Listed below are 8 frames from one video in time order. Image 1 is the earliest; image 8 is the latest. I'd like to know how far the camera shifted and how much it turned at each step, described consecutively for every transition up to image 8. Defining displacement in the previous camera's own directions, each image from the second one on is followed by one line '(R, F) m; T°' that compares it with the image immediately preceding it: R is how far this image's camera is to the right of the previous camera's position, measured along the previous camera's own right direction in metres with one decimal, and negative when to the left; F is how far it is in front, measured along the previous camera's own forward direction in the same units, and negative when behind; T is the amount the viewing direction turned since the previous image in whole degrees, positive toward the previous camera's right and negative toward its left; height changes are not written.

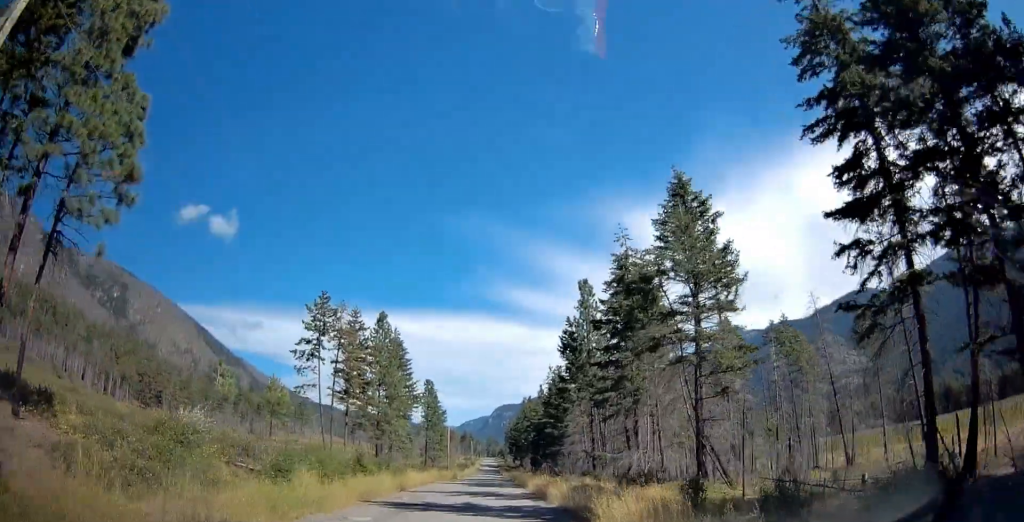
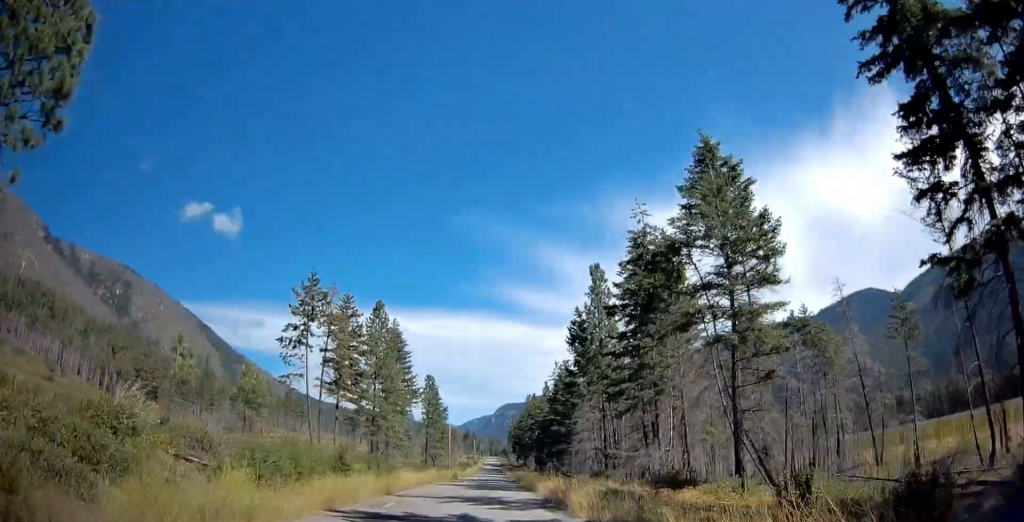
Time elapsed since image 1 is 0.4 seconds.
(0.0, +5.0) m; +1°
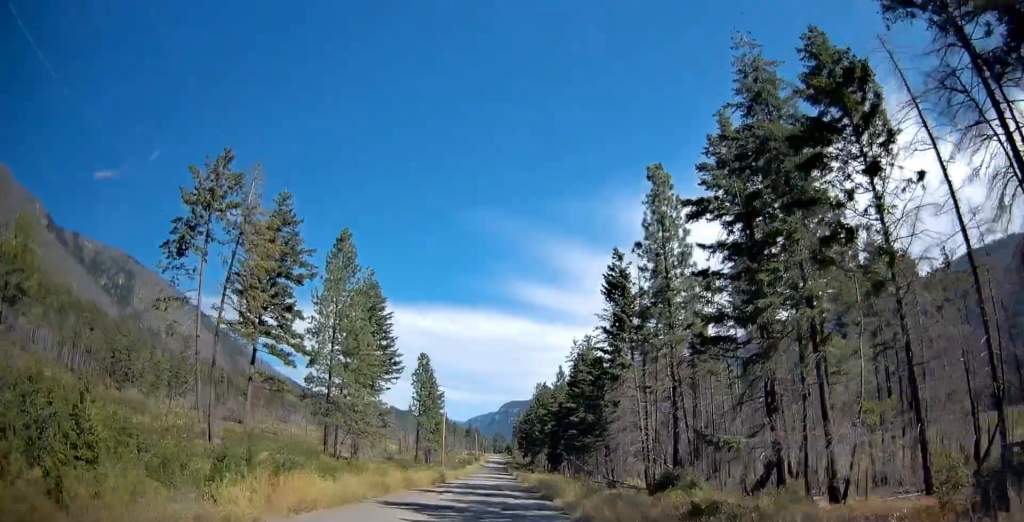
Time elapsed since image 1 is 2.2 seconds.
(-0.1, +21.7) m; -2°
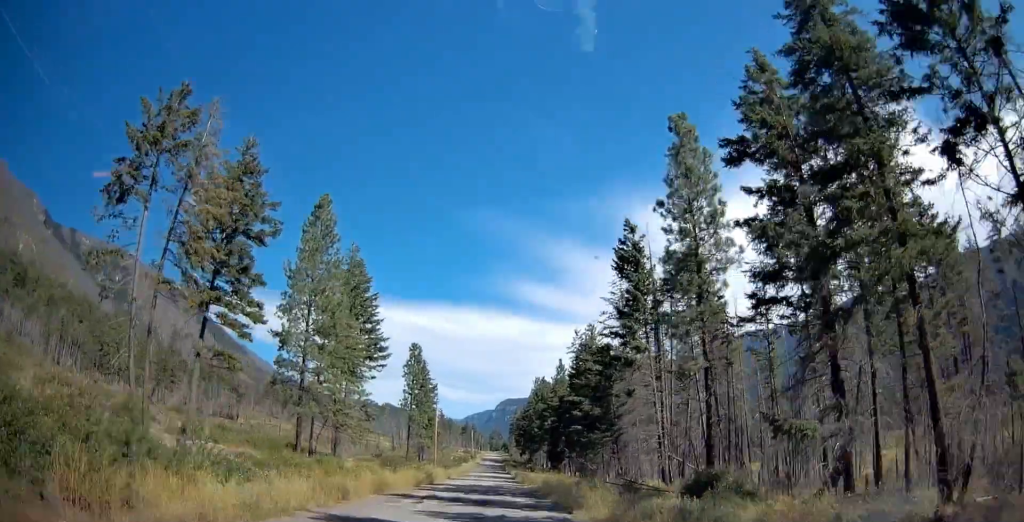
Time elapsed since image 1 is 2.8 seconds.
(0.0, +6.6) m; +1°
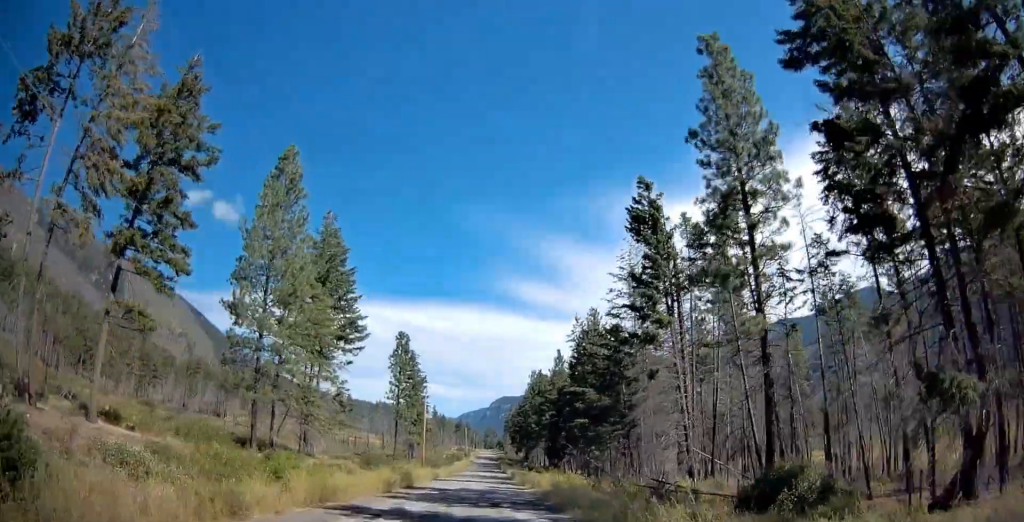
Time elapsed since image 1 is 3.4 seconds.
(0.0, +7.8) m; +1°
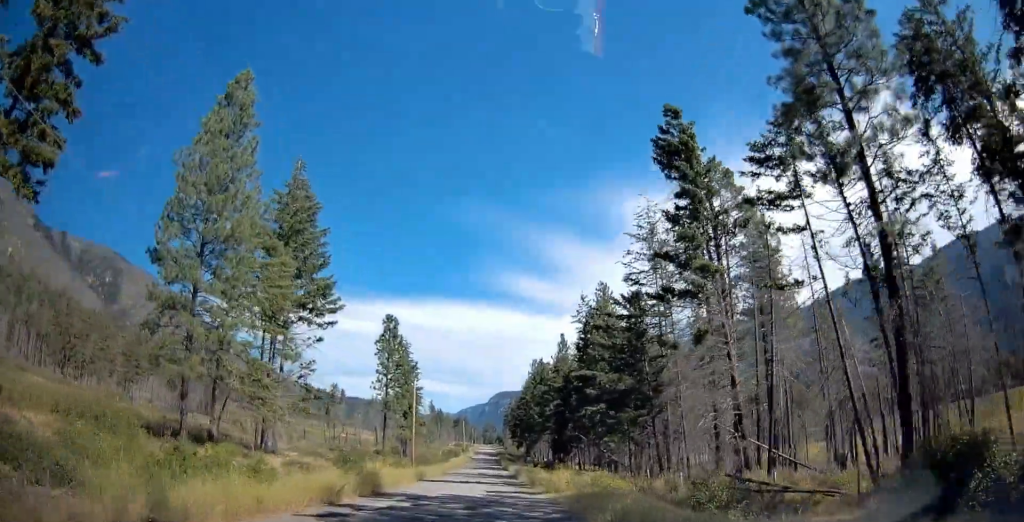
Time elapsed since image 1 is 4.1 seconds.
(+0.3, +9.2) m; 0°
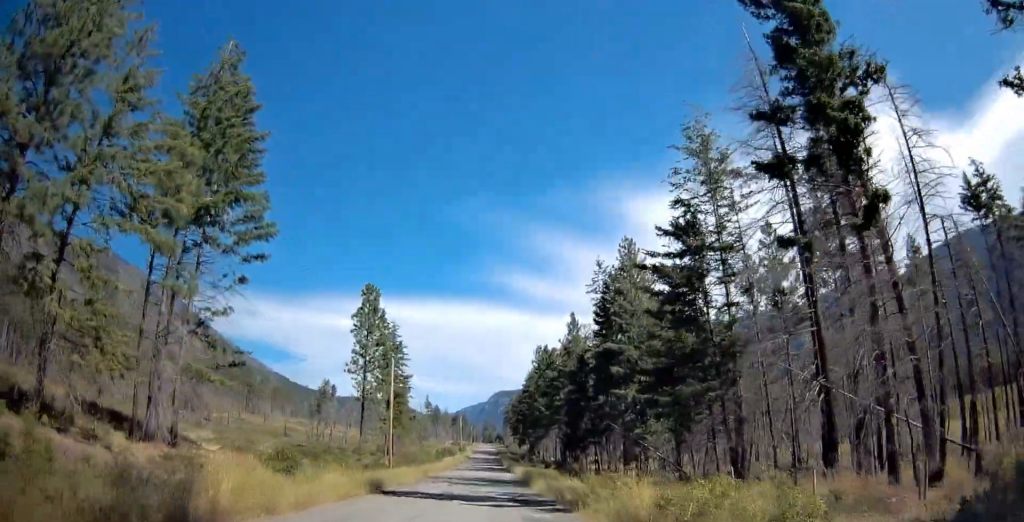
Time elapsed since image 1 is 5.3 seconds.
(-0.4, +14.7) m; 0°
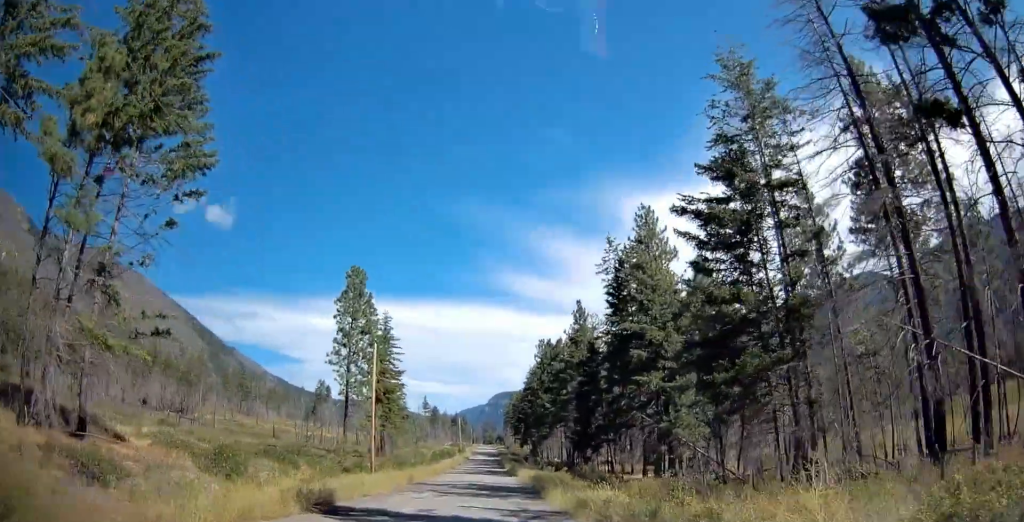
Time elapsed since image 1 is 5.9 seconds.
(+0.3, +8.0) m; 0°
